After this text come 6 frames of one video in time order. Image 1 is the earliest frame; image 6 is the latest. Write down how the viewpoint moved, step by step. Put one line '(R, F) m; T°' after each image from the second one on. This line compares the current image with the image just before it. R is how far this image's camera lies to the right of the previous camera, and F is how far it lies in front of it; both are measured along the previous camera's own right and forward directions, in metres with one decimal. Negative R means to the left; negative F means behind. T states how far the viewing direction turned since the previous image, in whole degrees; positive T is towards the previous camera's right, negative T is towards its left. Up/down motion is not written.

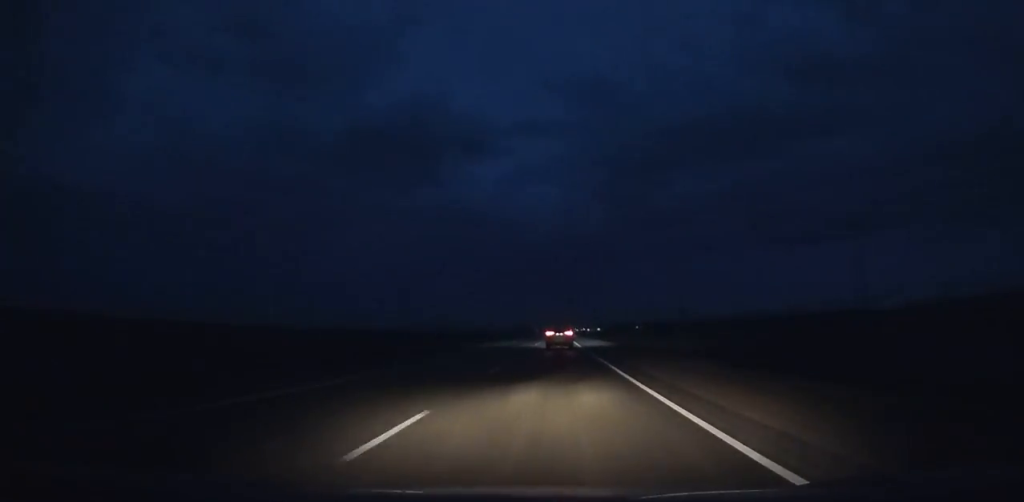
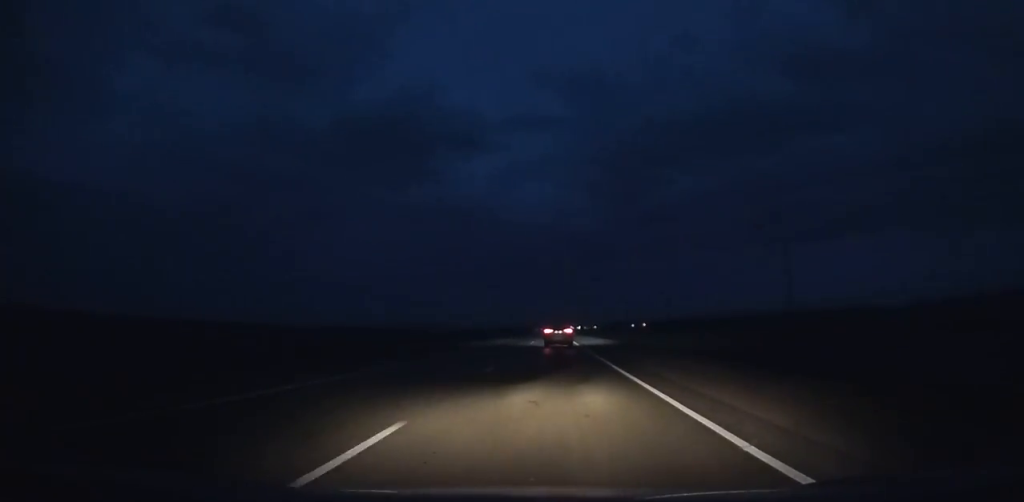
(0.0, +47.8) m; 0°
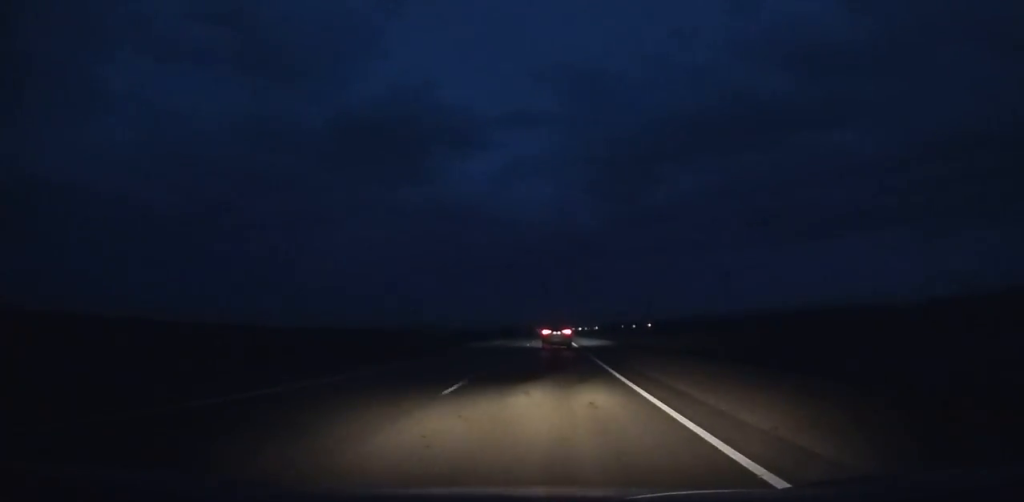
(0.0, +41.7) m; 0°
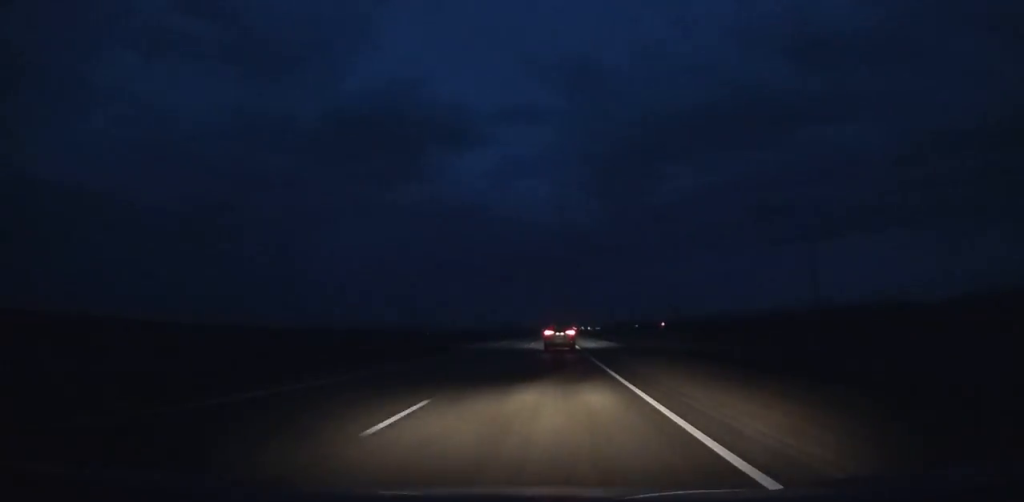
(0.0, +88.1) m; 0°
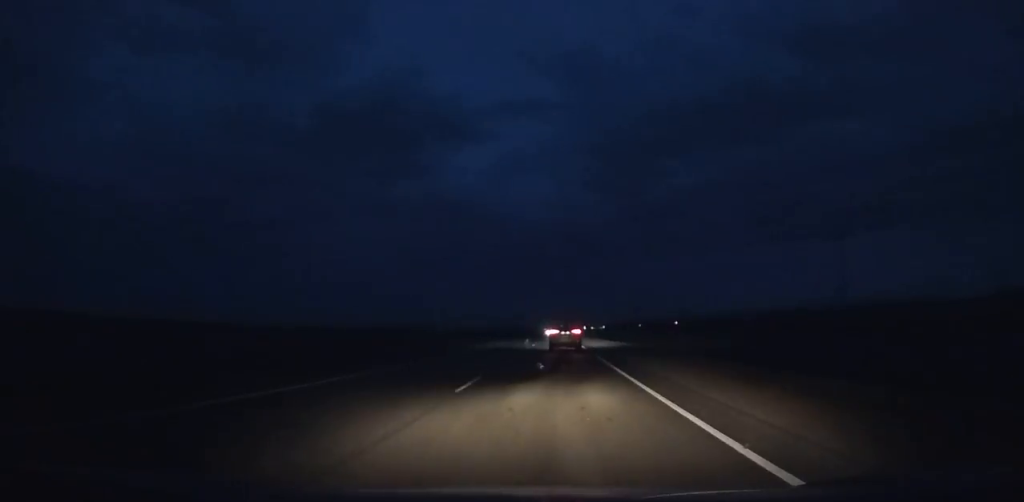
(-0.1, +66.5) m; 0°
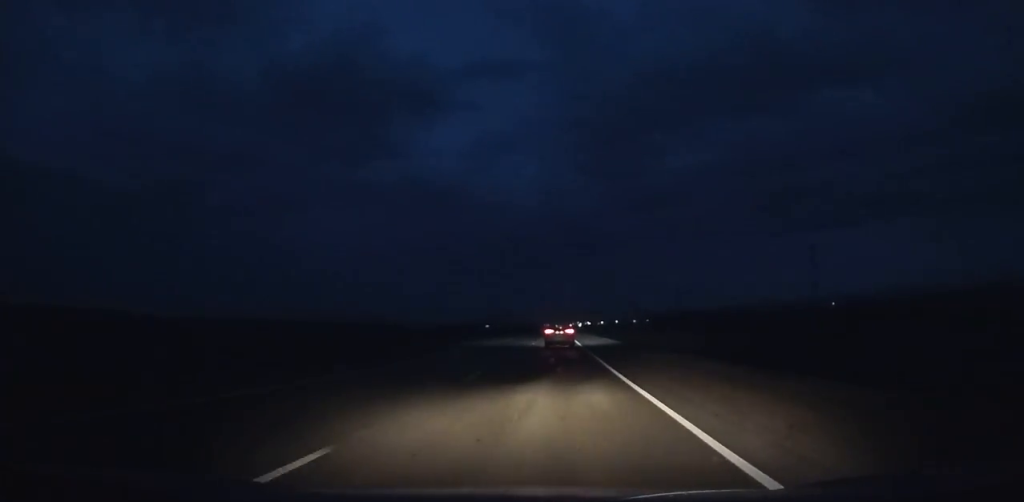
(+0.5, +364.9) m; 0°
